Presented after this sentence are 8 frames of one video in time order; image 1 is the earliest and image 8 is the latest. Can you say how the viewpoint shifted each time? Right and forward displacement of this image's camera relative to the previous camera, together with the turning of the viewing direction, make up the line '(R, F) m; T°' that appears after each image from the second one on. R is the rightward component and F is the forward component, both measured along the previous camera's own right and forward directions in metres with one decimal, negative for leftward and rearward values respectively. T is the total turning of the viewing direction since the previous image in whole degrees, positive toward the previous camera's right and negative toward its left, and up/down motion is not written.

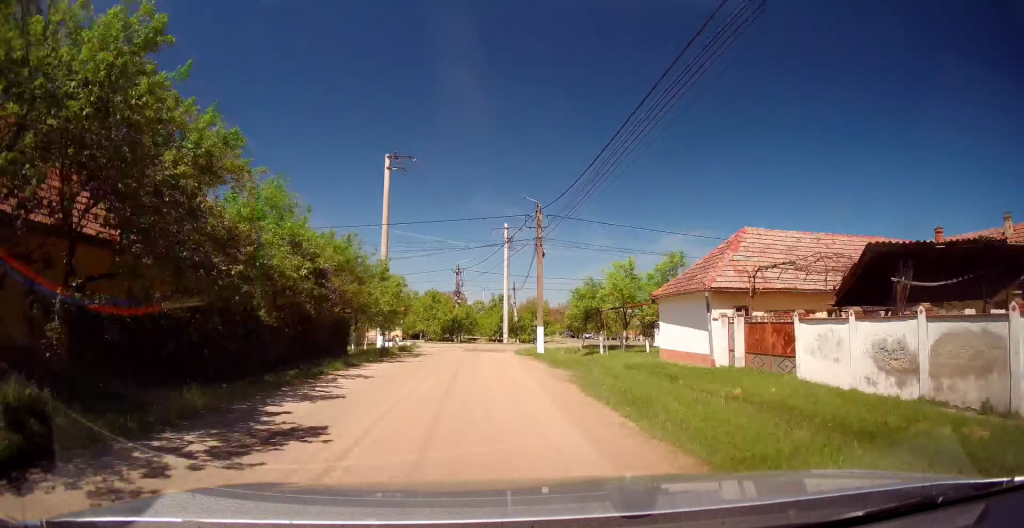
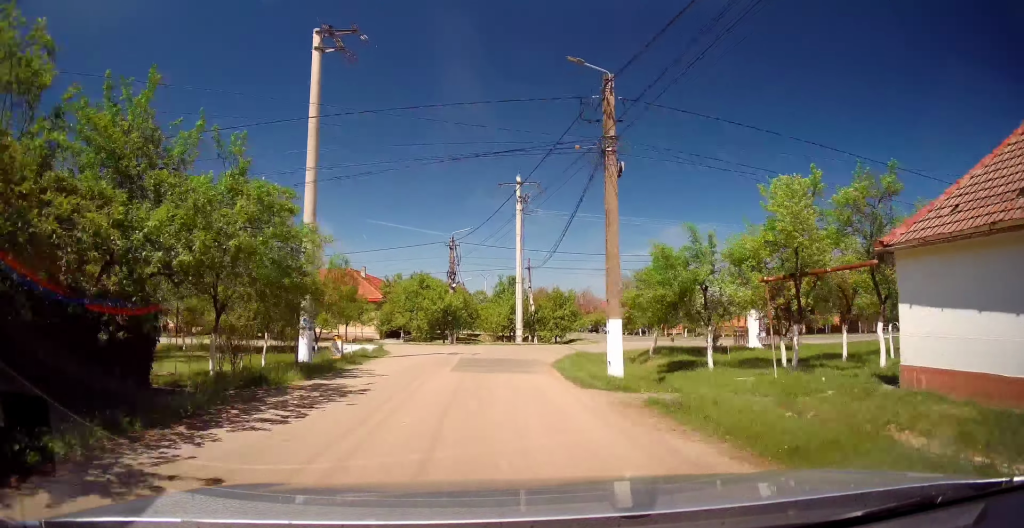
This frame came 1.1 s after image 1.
(-0.3, +14.6) m; -1°
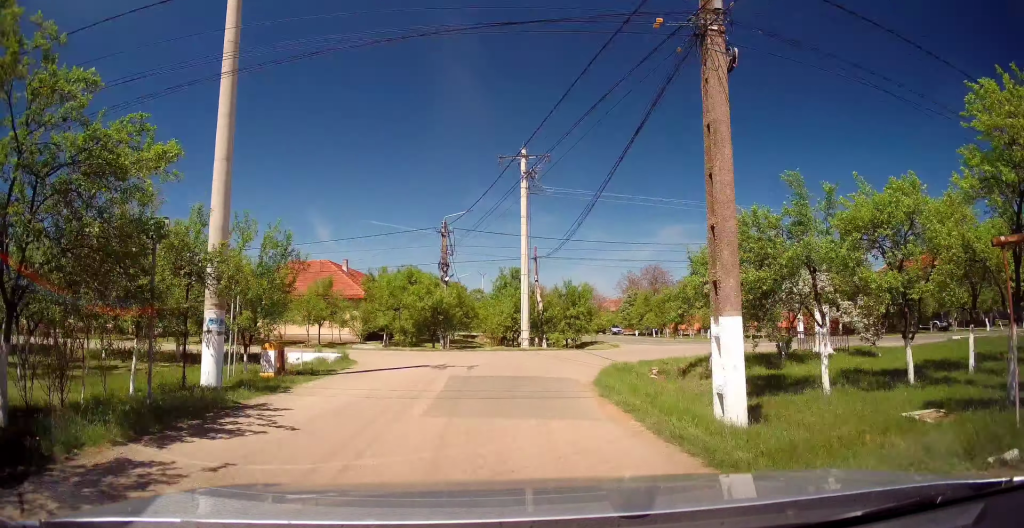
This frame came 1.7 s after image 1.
(0.0, +6.5) m; +1°
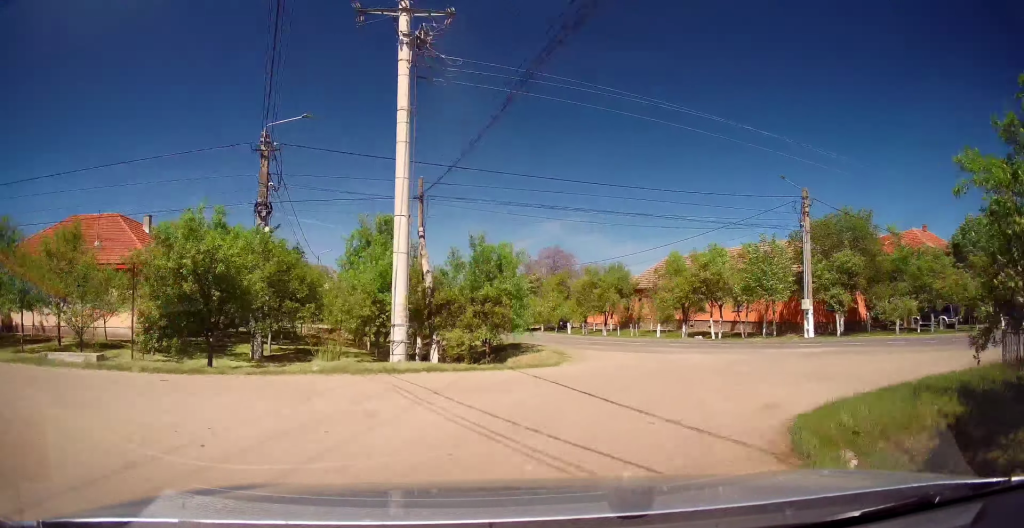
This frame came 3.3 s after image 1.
(+0.9, +15.7) m; +10°
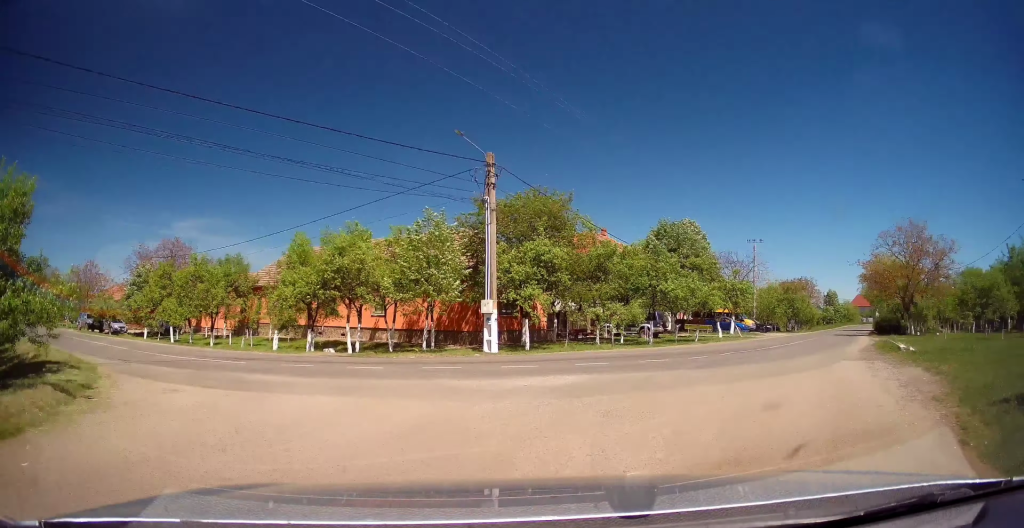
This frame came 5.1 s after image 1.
(+2.6, +10.8) m; +37°
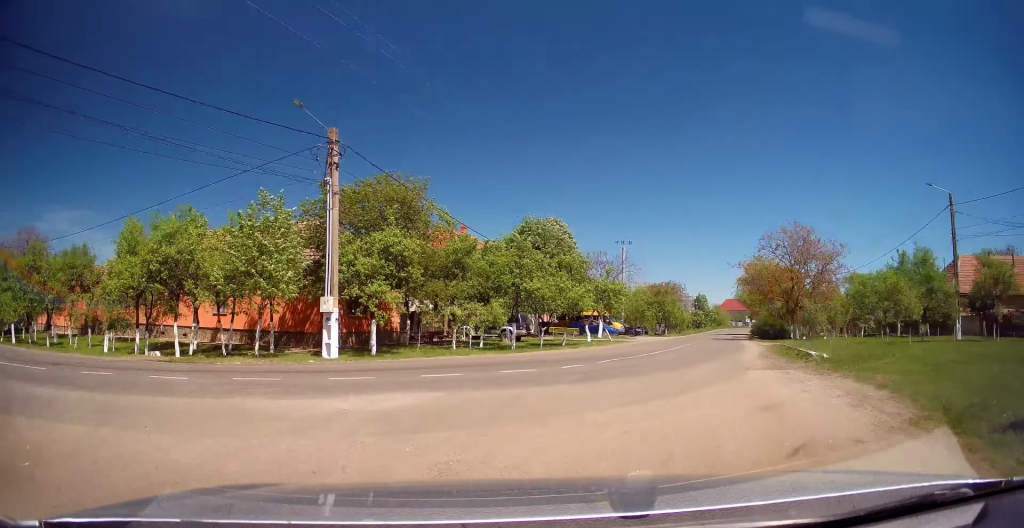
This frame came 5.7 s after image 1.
(+0.3, +3.2) m; +17°
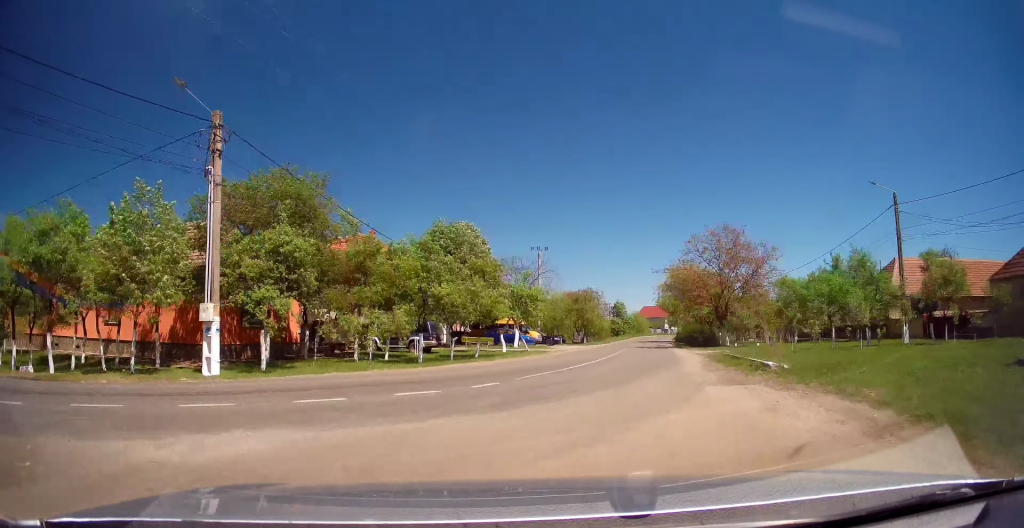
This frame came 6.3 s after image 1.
(+0.5, +2.5) m; +9°
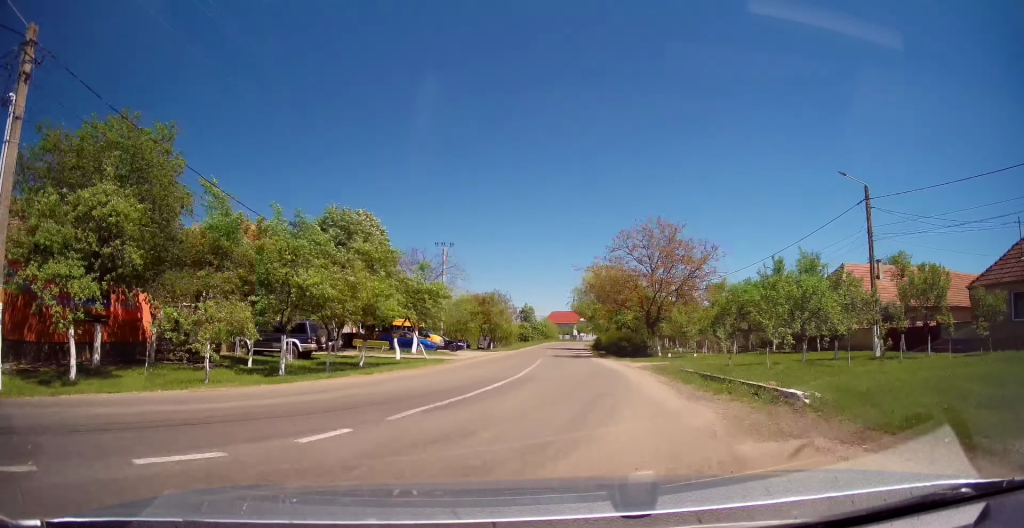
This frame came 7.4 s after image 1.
(+0.6, +5.2) m; +13°
